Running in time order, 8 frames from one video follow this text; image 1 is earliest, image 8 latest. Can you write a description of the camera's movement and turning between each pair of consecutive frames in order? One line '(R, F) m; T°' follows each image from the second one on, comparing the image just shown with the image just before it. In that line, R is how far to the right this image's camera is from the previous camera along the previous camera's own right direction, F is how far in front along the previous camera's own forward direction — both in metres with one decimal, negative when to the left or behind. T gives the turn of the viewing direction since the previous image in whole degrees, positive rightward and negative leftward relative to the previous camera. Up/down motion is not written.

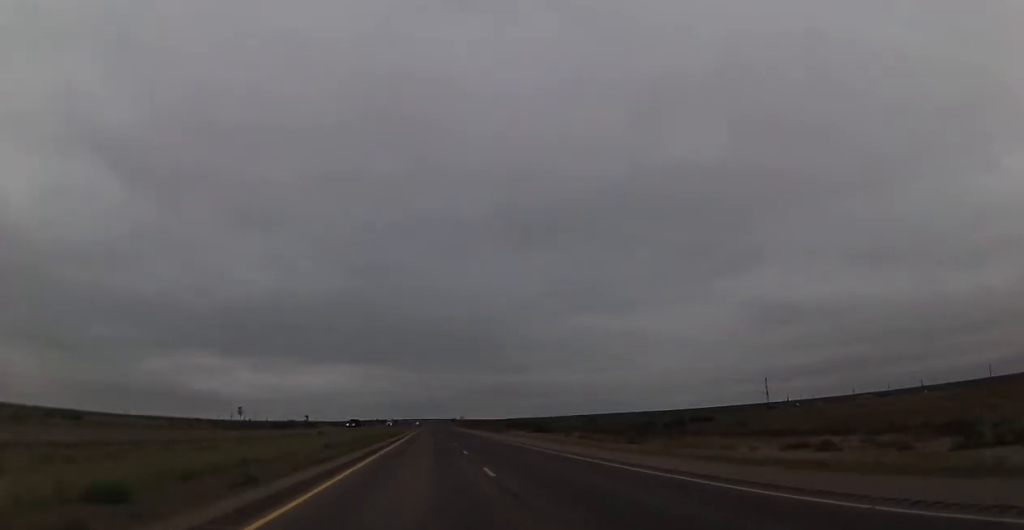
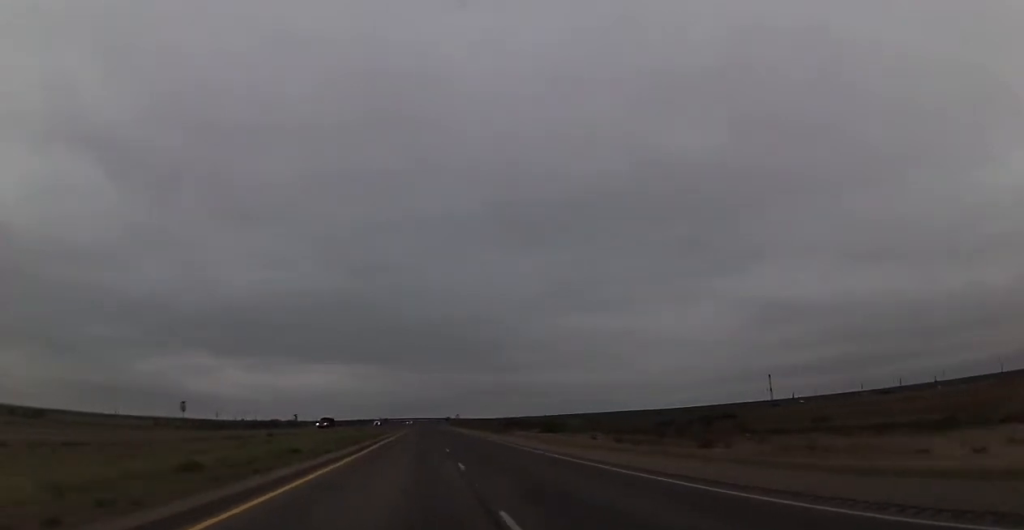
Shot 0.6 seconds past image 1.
(0.0, +22.1) m; 0°
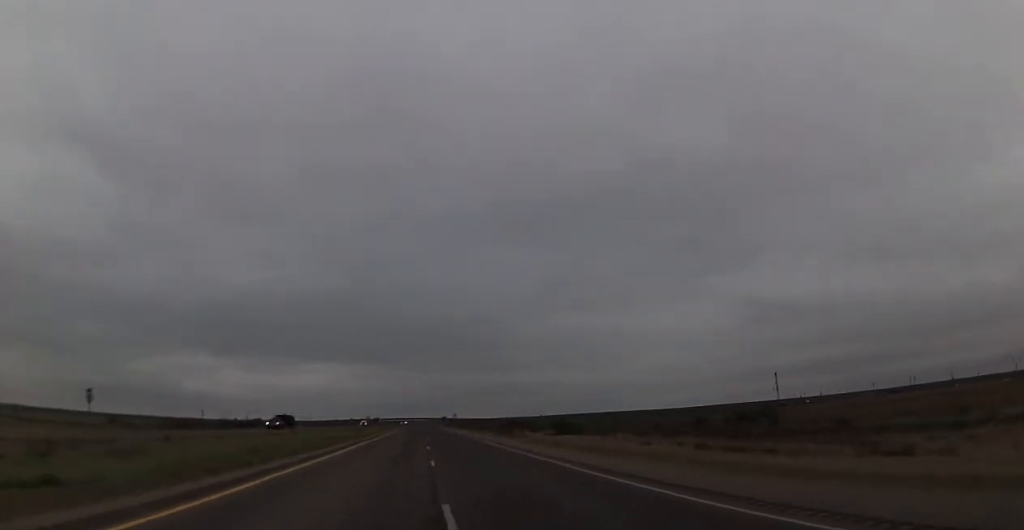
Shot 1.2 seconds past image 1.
(0.0, +23.3) m; 0°
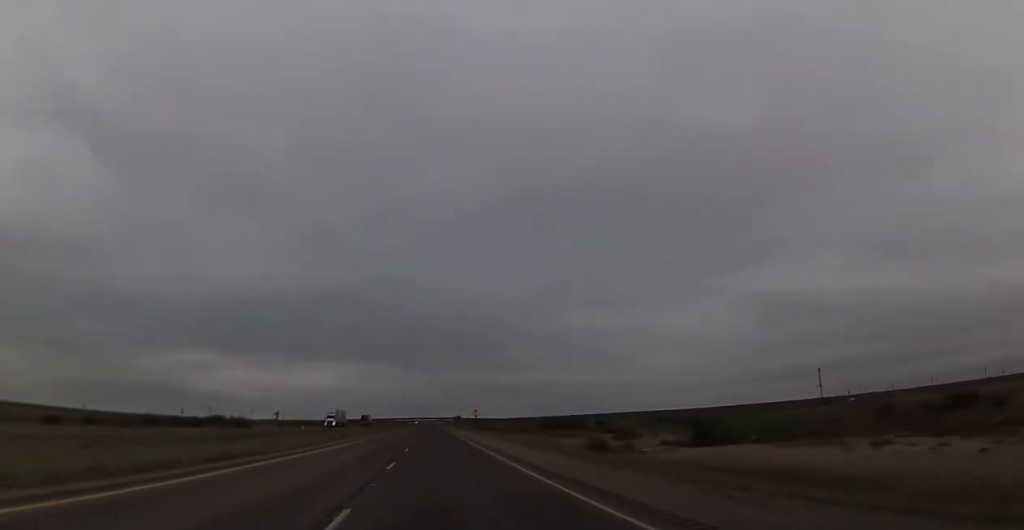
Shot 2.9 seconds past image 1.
(+0.7, +61.4) m; +1°
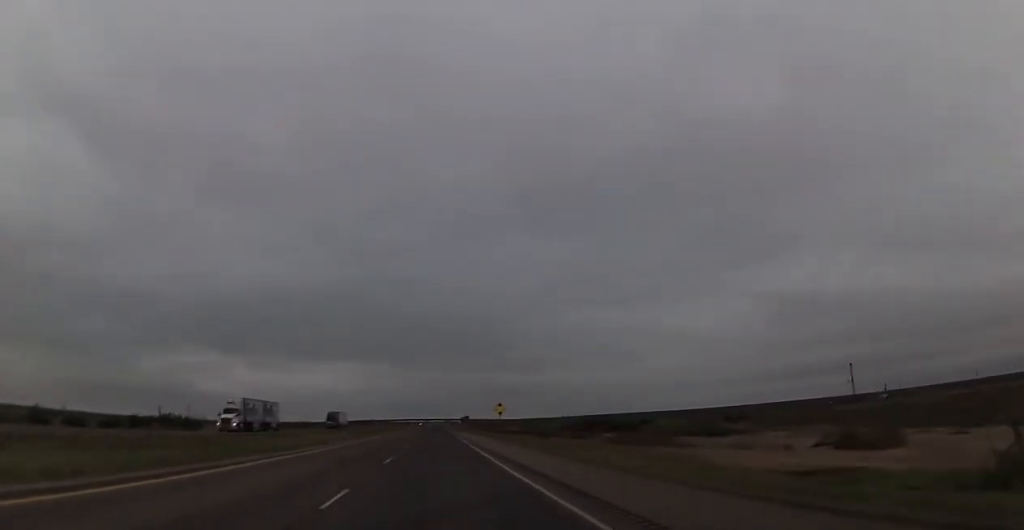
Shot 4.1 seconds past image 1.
(-0.2, +45.4) m; -1°
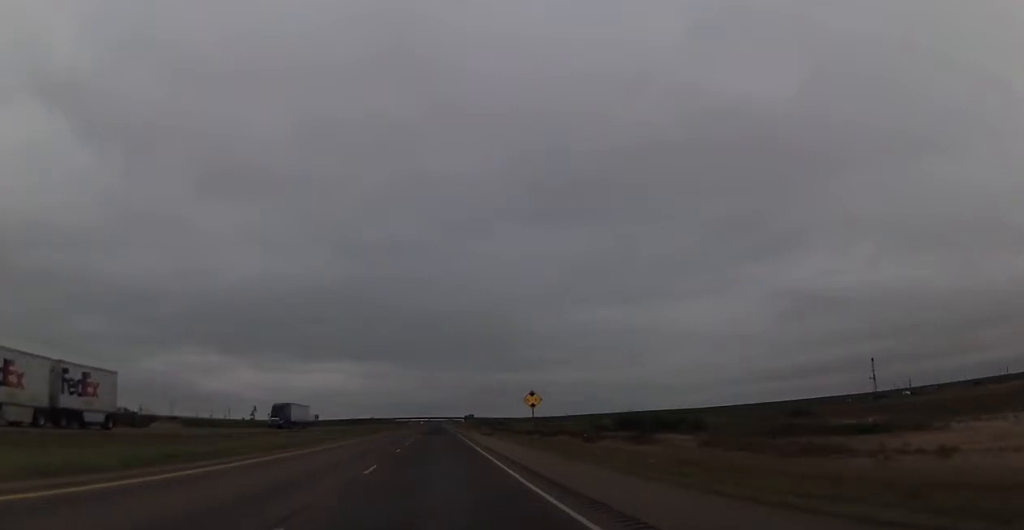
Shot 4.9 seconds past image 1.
(-0.1, +29.4) m; -1°
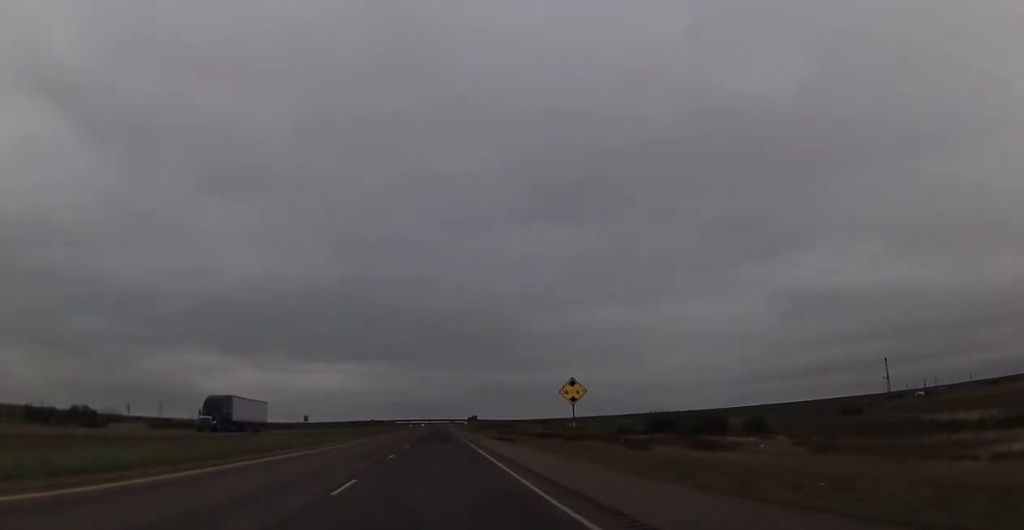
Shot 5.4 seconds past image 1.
(0.0, +17.2) m; 0°
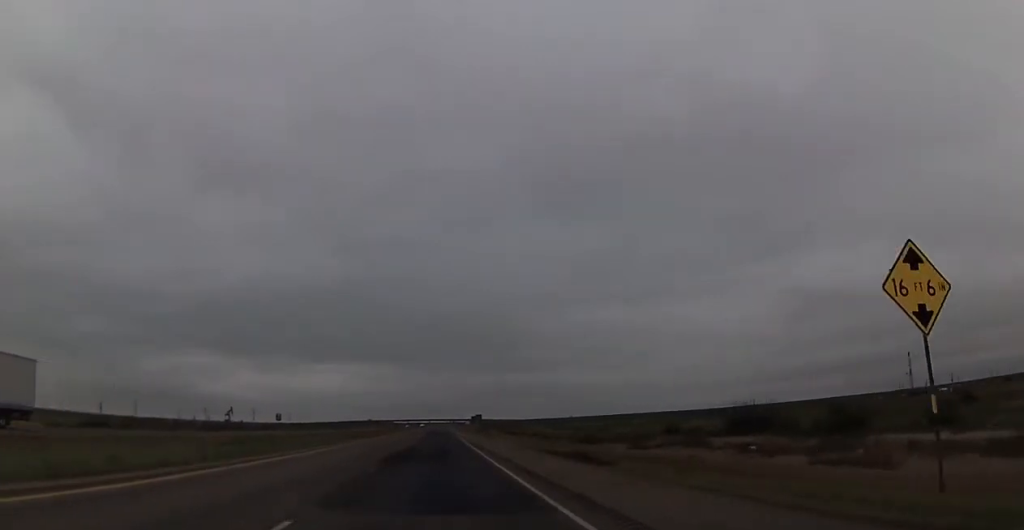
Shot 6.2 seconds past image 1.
(-0.5, +30.6) m; 0°
